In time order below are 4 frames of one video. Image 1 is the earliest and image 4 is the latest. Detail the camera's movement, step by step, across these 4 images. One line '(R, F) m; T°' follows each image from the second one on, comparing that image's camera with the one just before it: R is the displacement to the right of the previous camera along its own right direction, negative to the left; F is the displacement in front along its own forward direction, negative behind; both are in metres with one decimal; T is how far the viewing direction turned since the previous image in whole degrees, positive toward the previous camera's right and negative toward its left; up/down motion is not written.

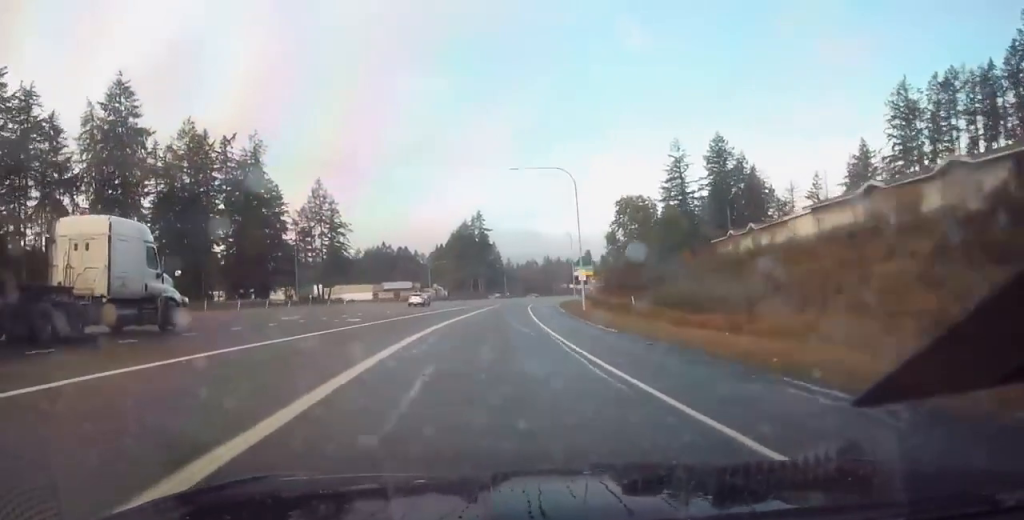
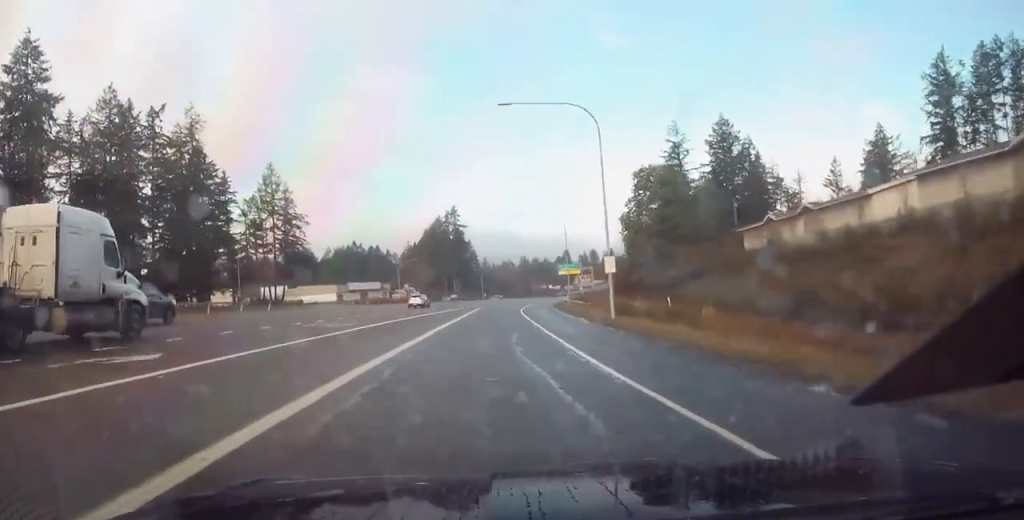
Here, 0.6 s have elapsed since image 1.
(0.0, +20.7) m; +2°
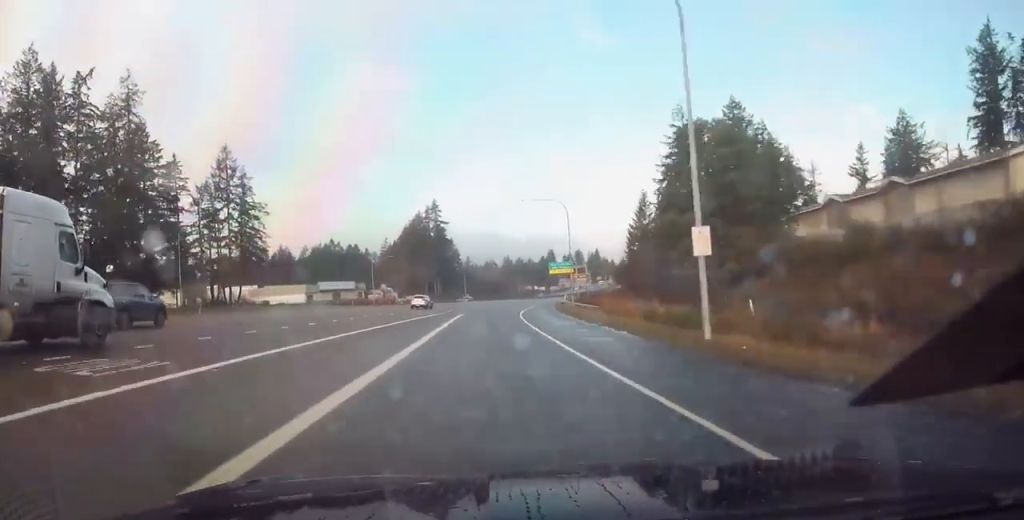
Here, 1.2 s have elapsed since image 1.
(+0.7, +17.6) m; +3°
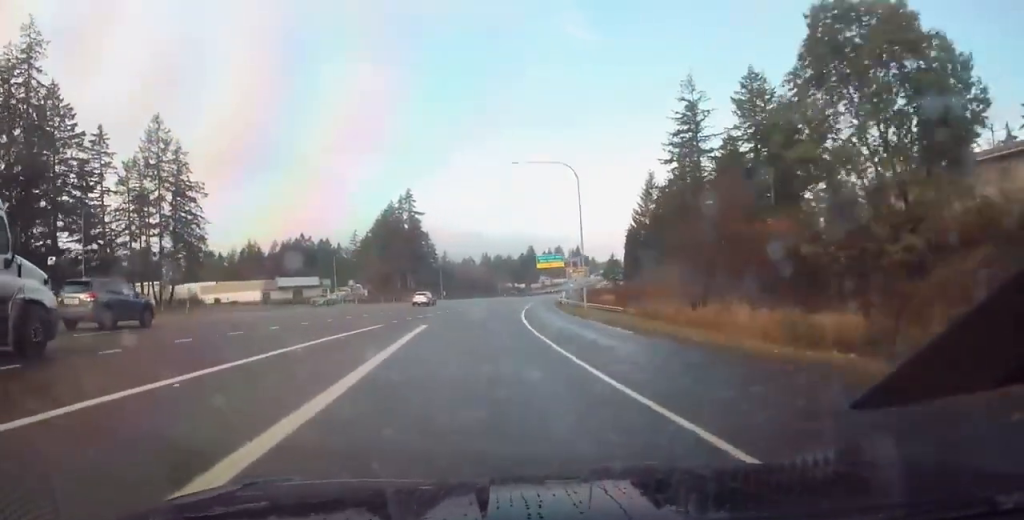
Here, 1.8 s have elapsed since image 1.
(+0.3, +20.9) m; +3°
